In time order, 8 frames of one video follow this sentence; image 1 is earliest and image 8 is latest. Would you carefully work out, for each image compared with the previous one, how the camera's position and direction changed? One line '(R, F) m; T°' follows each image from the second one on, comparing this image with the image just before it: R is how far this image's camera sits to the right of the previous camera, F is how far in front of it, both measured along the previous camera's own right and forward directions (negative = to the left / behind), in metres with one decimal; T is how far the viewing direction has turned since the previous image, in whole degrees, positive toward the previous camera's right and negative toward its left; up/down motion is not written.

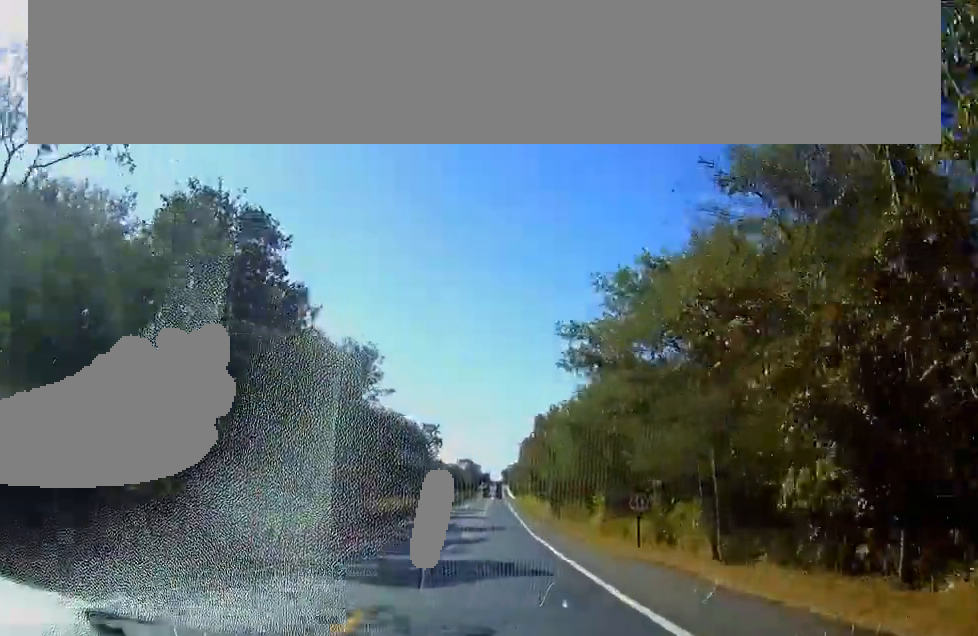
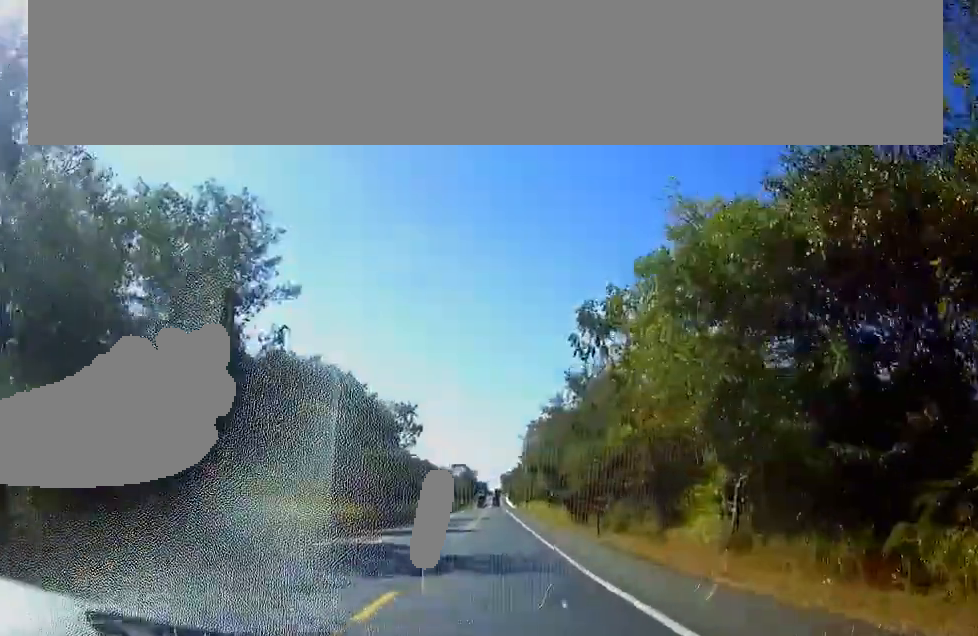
(-0.1, +31.8) m; 0°
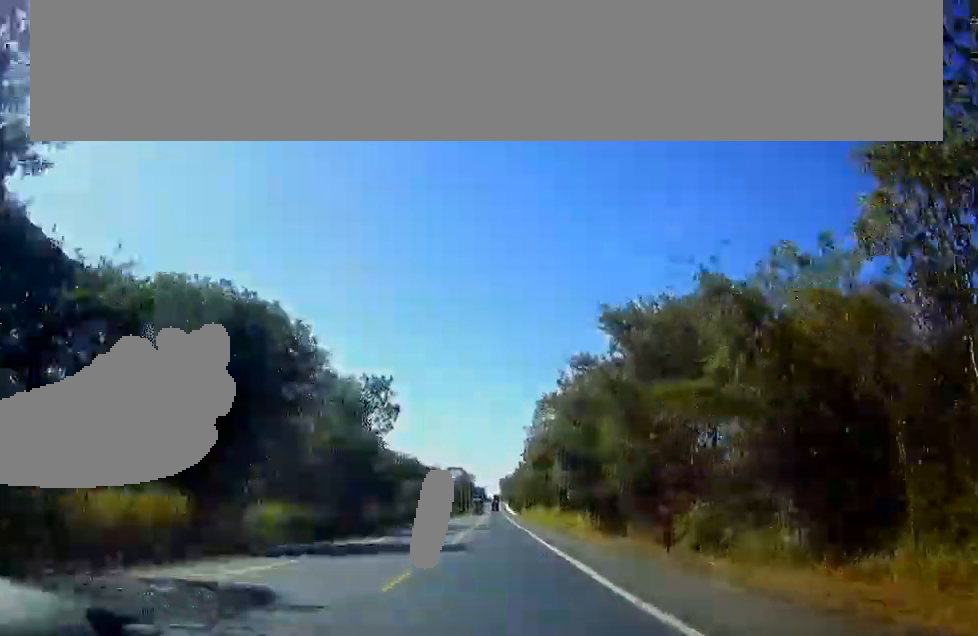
(+0.1, +20.2) m; 0°
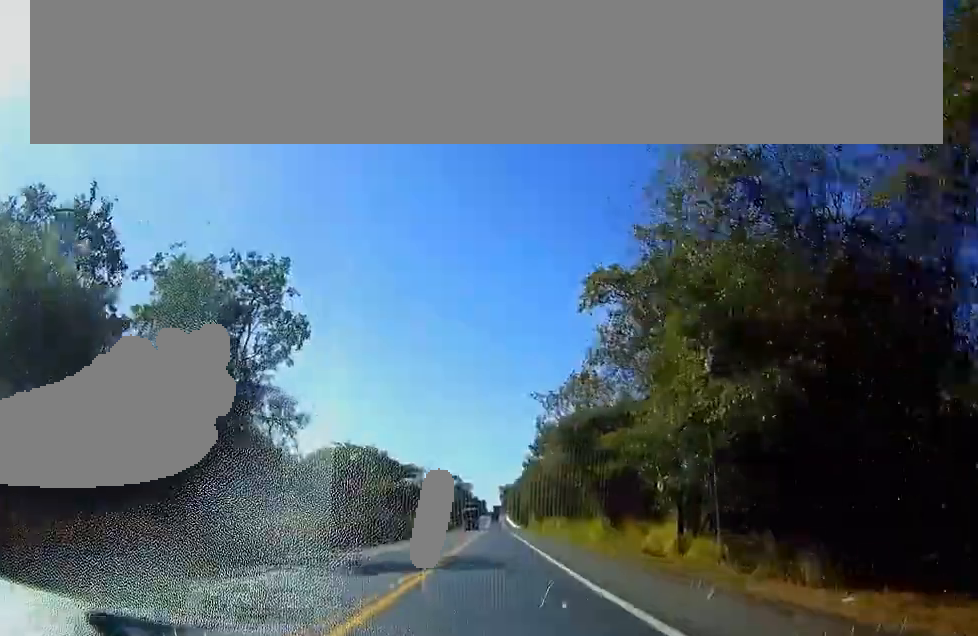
(0.0, +35.5) m; 0°
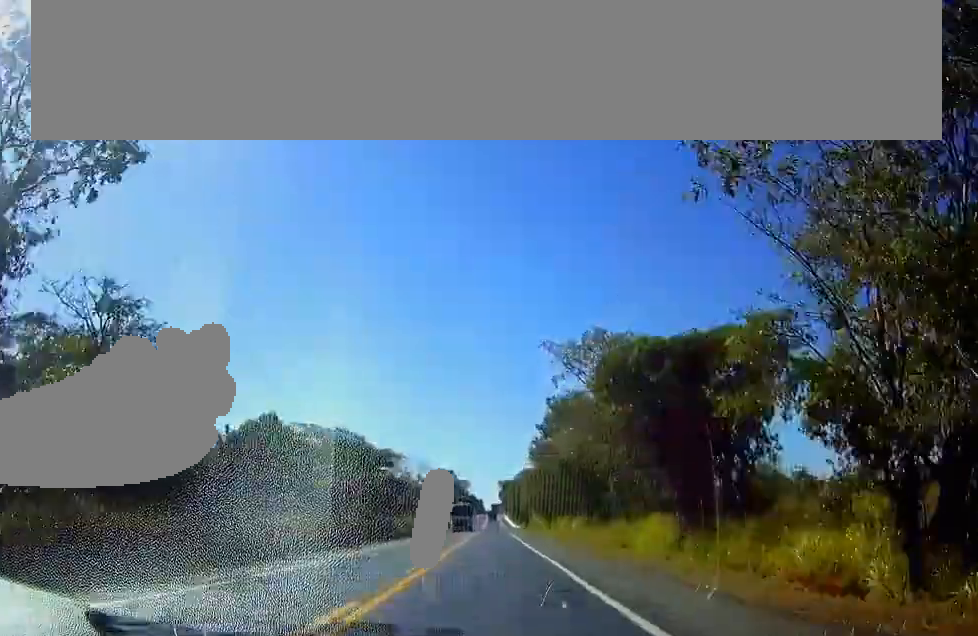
(0.0, +19.7) m; 0°
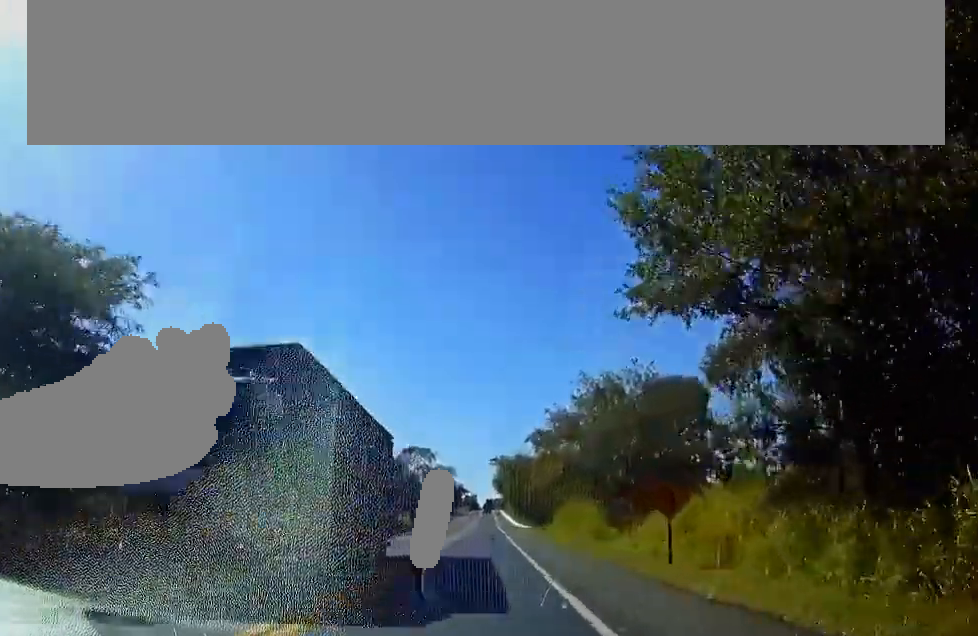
(+0.2, +60.7) m; 0°
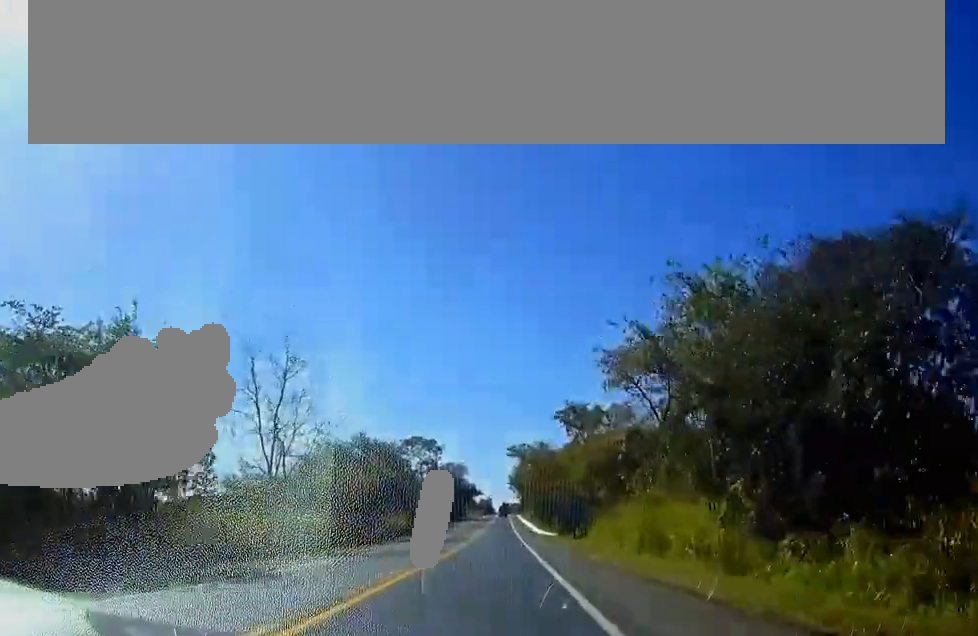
(0.0, +23.3) m; 0°
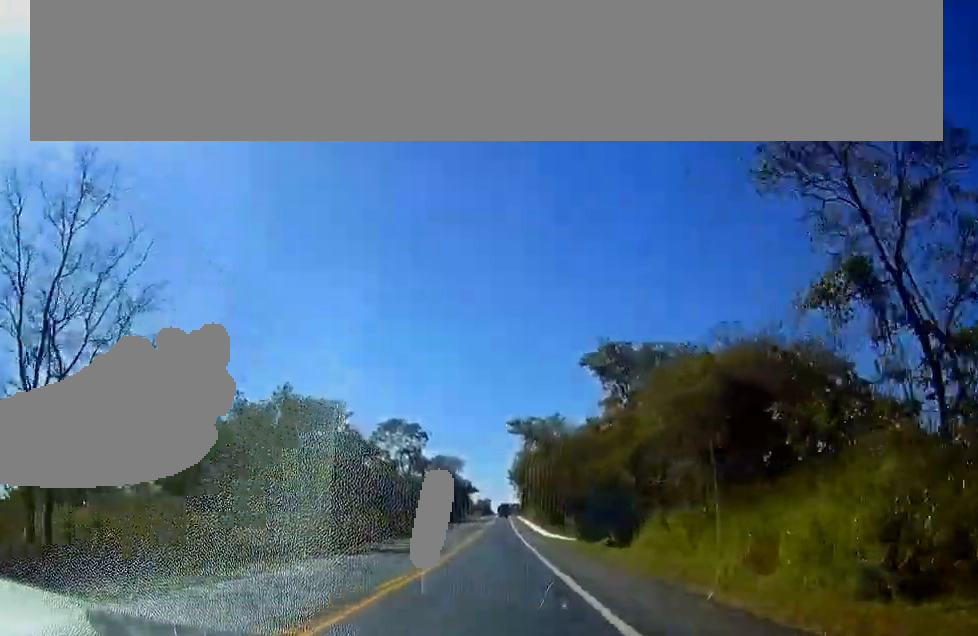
(-0.2, +24.3) m; 0°
